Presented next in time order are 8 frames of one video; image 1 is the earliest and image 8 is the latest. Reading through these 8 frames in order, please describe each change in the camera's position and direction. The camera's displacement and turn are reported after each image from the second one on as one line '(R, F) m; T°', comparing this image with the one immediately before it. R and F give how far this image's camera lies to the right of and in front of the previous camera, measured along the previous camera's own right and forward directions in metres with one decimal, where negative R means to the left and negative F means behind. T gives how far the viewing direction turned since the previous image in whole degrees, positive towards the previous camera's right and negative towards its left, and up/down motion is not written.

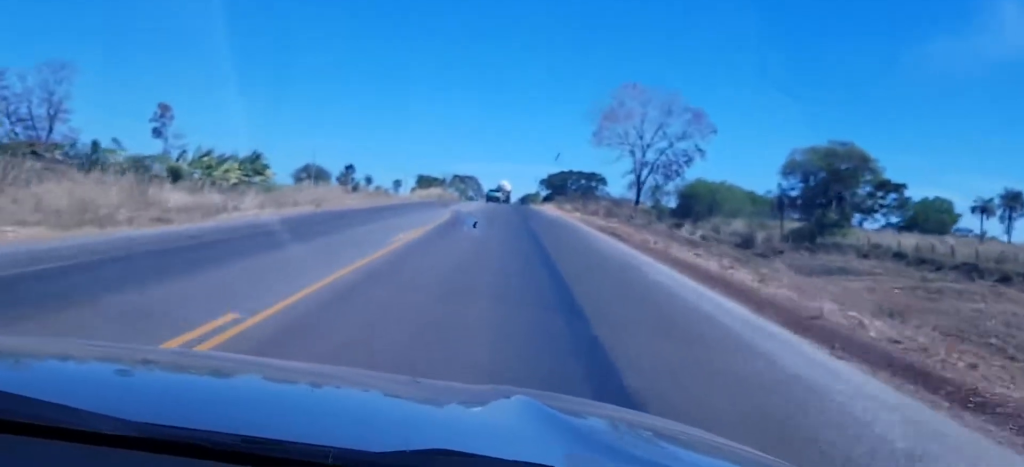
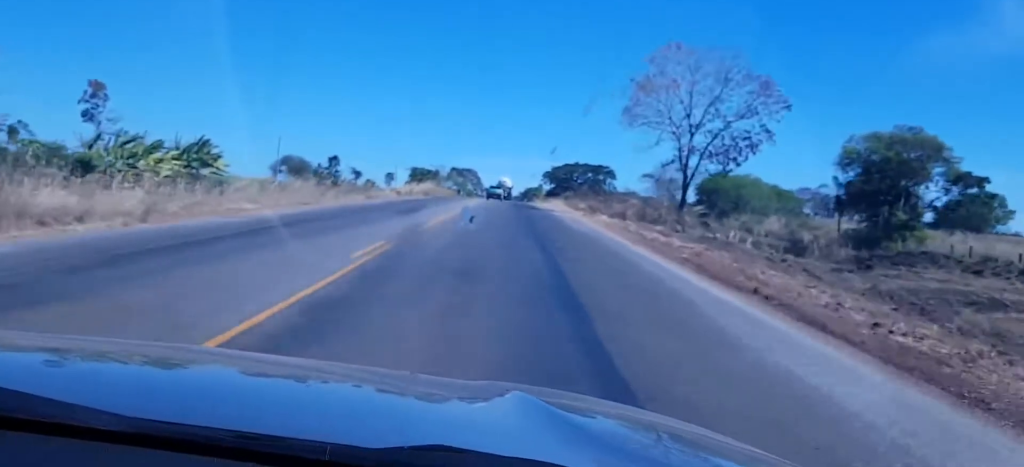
(-0.2, +22.3) m; -1°
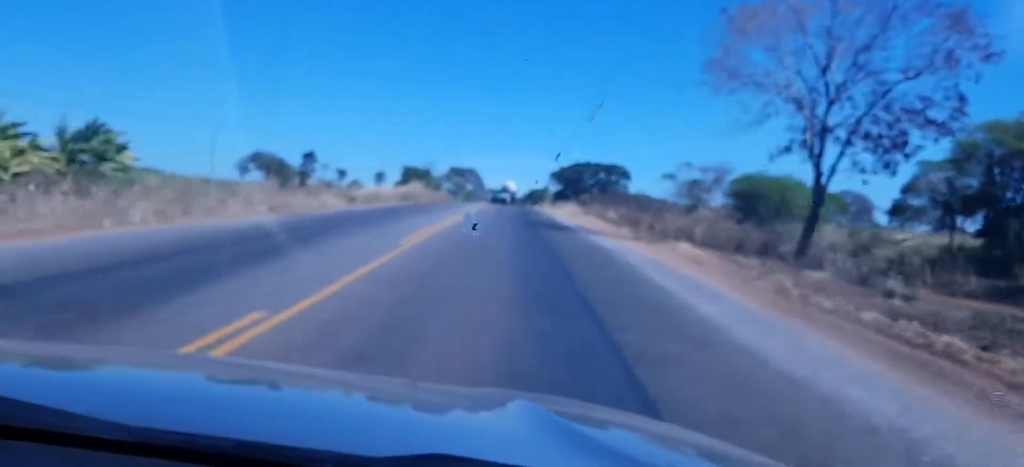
(0.0, +27.1) m; -1°
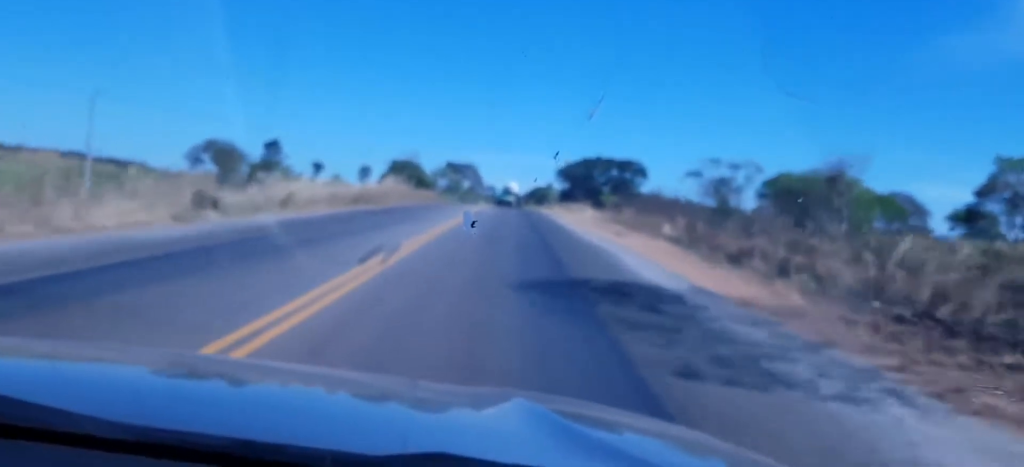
(-0.3, +28.6) m; 0°
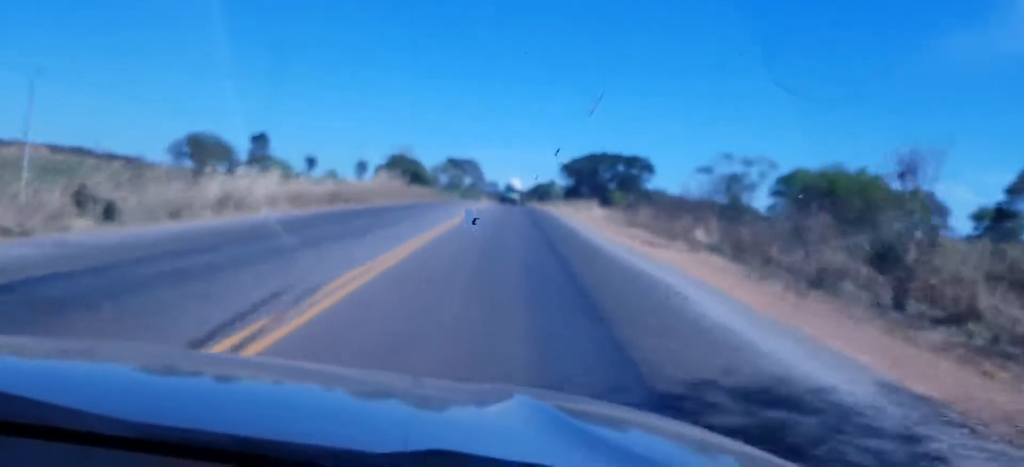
(0.0, +9.5) m; 0°
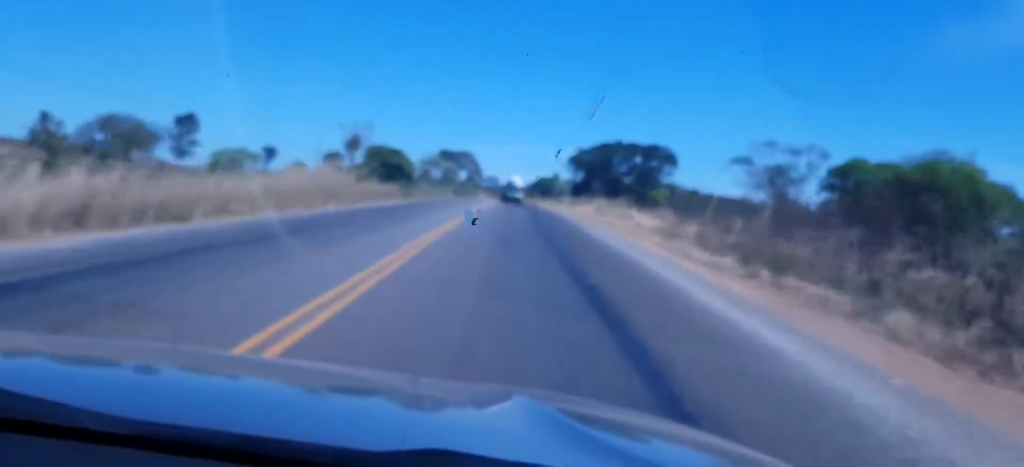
(+0.5, +32.2) m; +1°
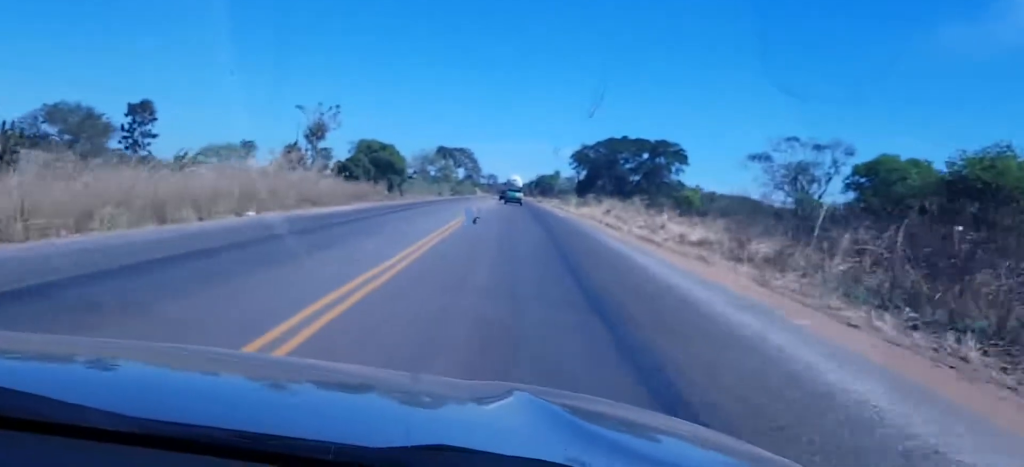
(0.0, +16.2) m; 0°
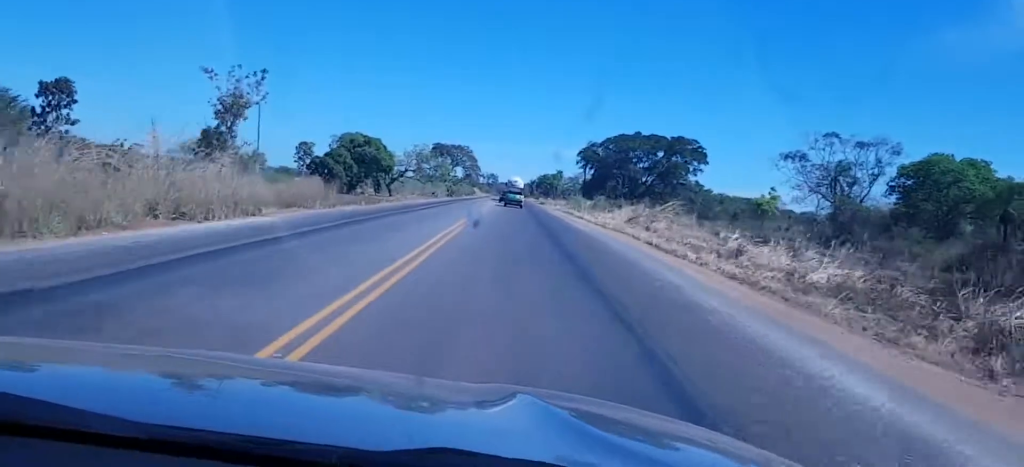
(0.0, +20.0) m; 0°
